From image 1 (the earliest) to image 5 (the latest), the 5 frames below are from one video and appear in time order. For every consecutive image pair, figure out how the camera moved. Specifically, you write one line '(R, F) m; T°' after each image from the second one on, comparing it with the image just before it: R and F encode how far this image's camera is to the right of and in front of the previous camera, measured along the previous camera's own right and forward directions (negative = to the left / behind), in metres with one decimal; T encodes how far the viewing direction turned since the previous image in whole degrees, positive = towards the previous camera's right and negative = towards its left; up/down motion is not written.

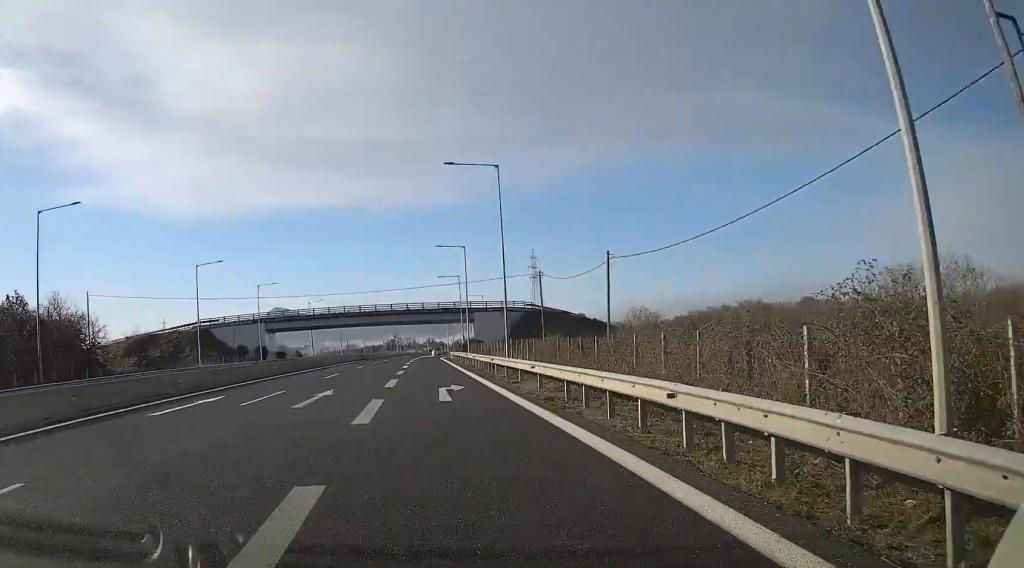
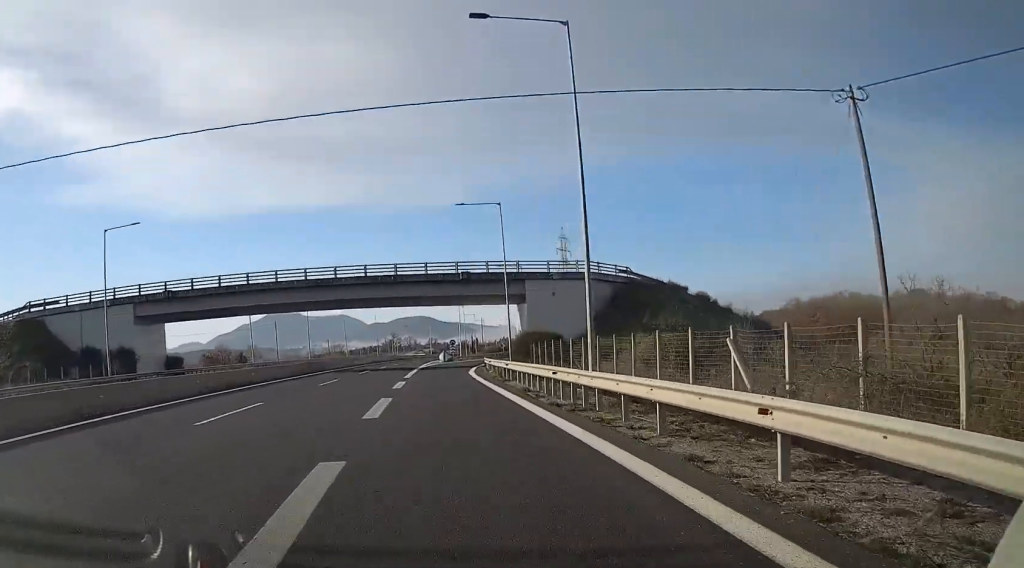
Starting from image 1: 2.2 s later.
(-0.1, +60.4) m; 0°
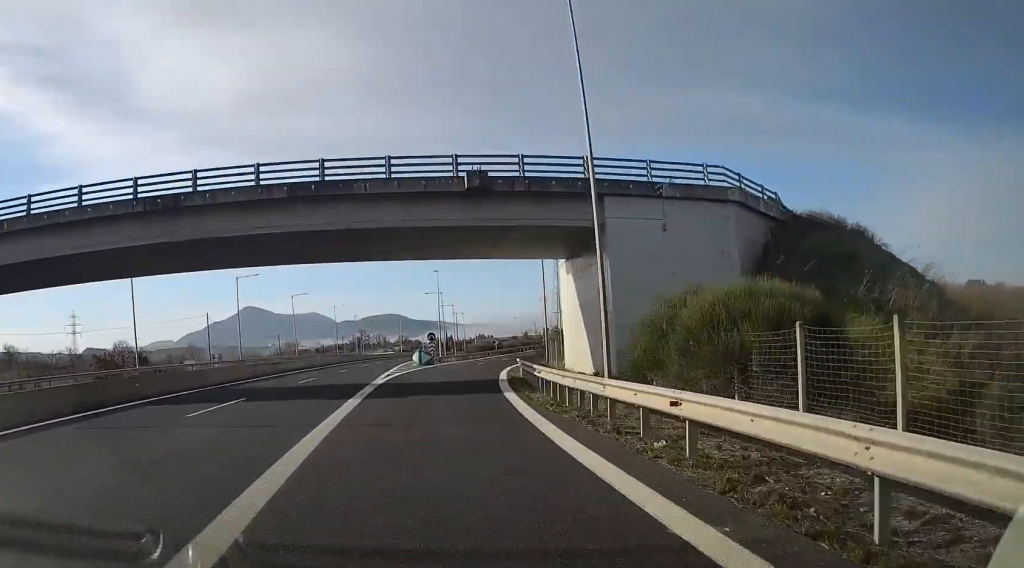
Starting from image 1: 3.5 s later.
(+0.3, +34.0) m; +1°
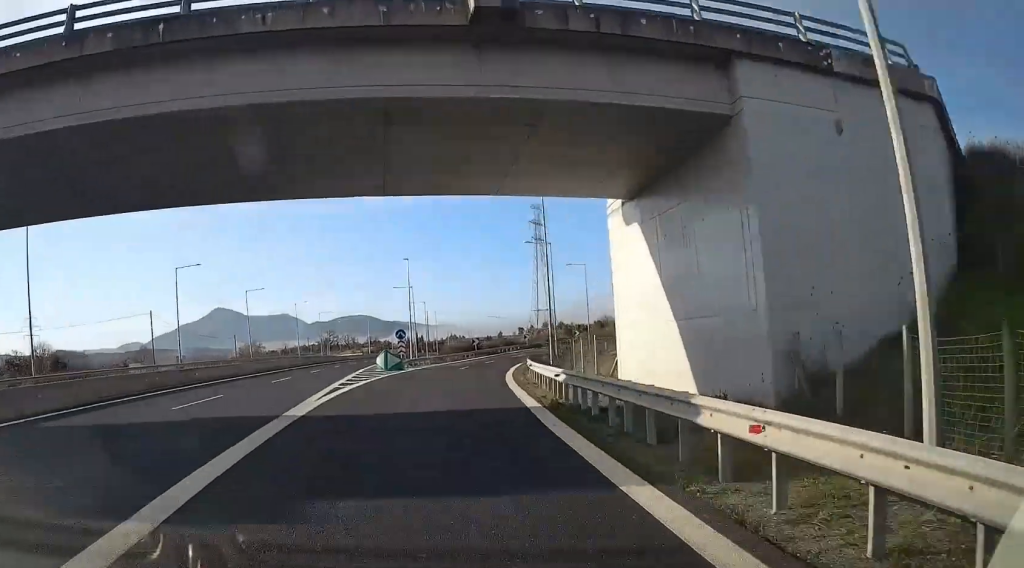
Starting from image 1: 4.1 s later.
(0.0, +14.9) m; +1°
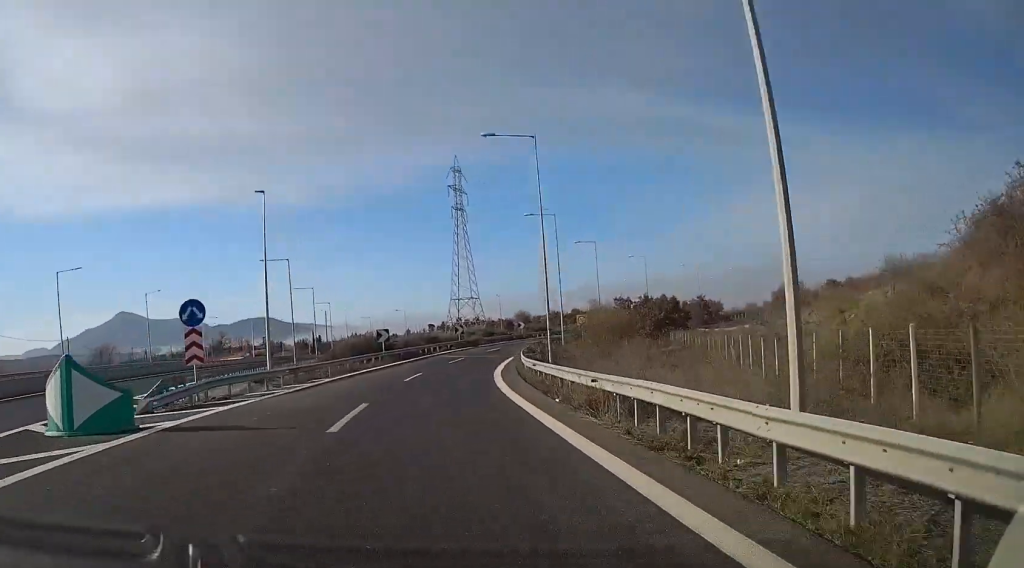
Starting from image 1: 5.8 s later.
(+1.3, +39.4) m; +6°
